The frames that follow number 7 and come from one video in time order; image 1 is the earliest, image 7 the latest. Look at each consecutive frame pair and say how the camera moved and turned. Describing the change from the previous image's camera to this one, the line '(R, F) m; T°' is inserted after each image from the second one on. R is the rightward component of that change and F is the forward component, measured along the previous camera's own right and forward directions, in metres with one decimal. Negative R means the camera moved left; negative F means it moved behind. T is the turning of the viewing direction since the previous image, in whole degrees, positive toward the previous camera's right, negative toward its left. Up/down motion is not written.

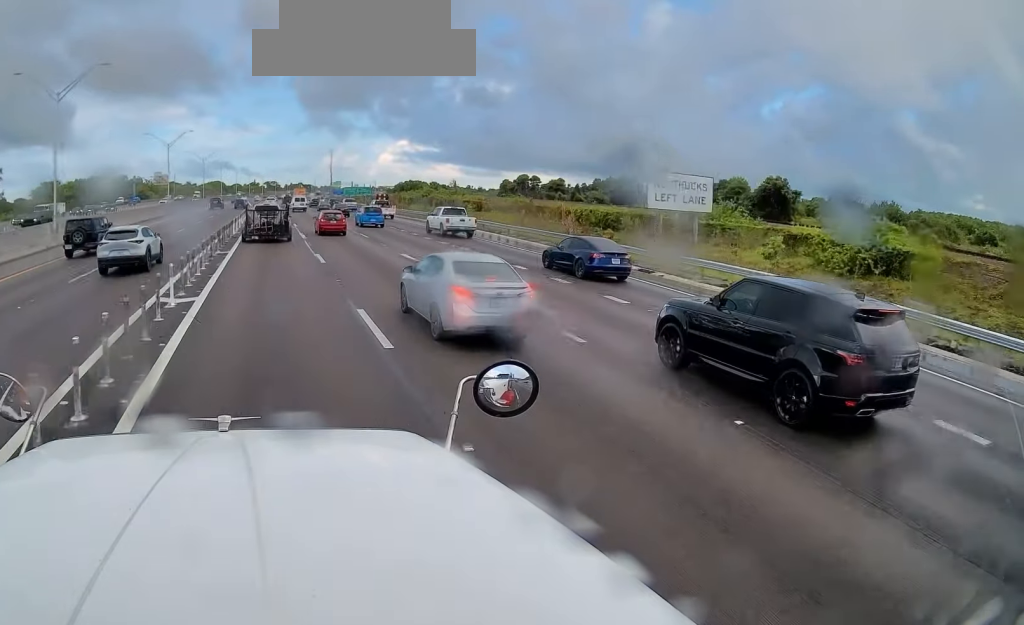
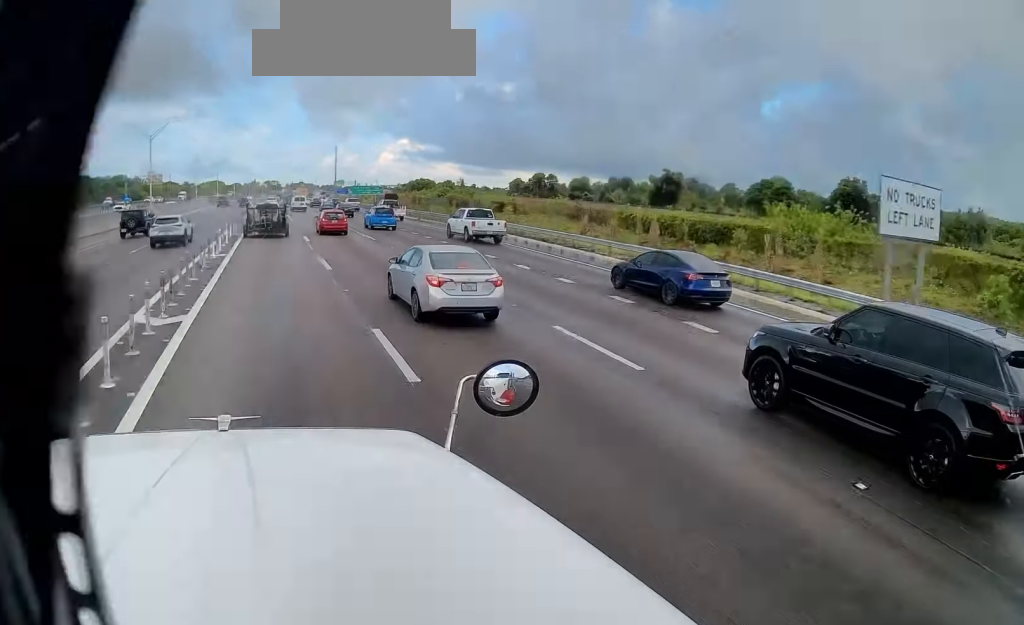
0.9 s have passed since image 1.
(0.0, +15.0) m; 0°
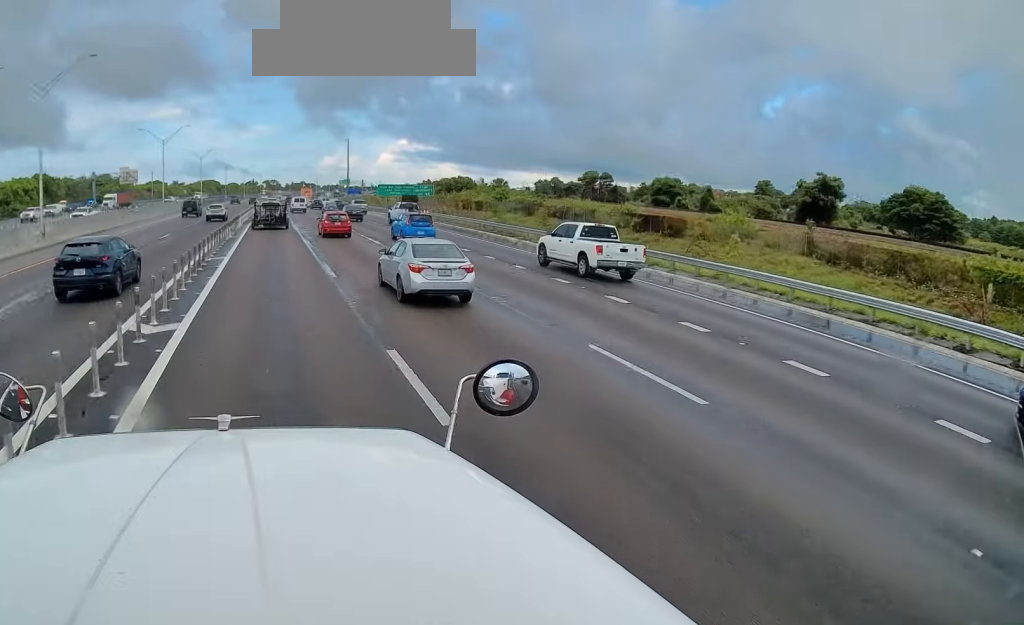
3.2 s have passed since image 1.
(+0.4, +40.4) m; 0°
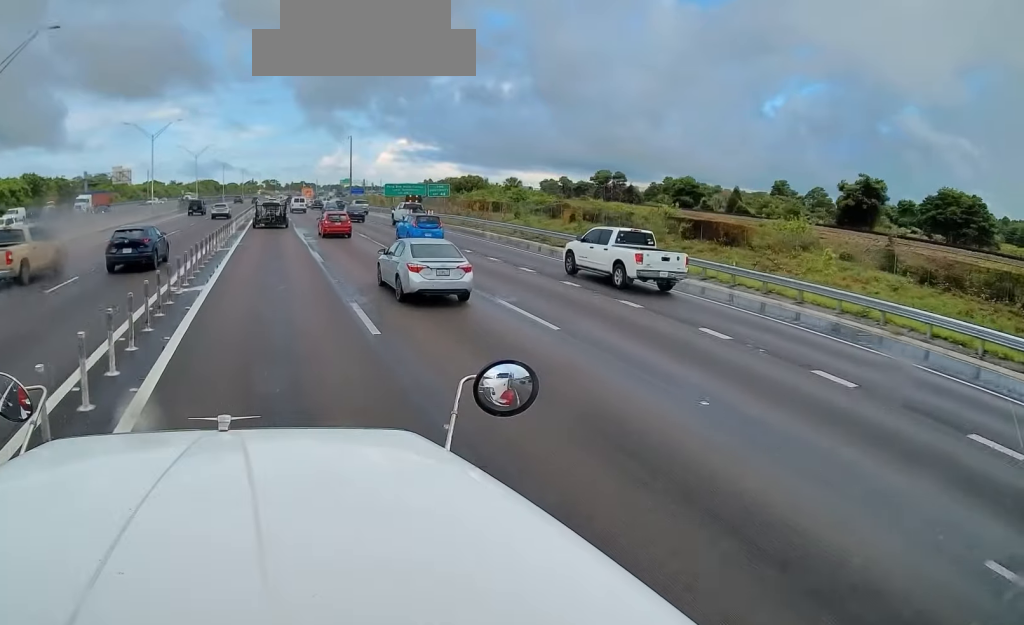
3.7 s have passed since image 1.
(0.0, +8.1) m; 0°
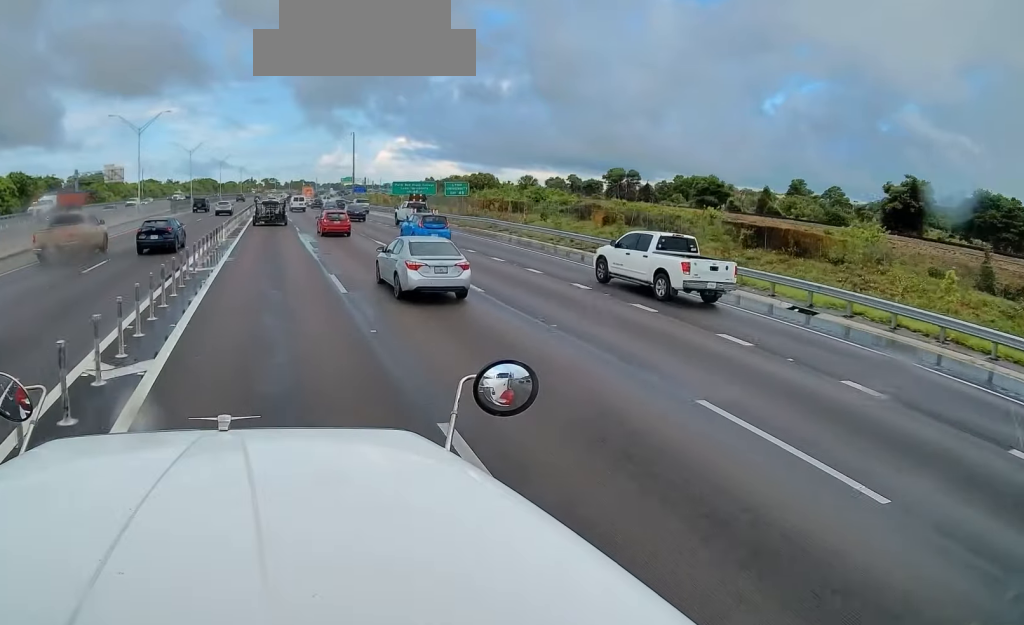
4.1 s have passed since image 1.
(0.0, +8.1) m; 0°
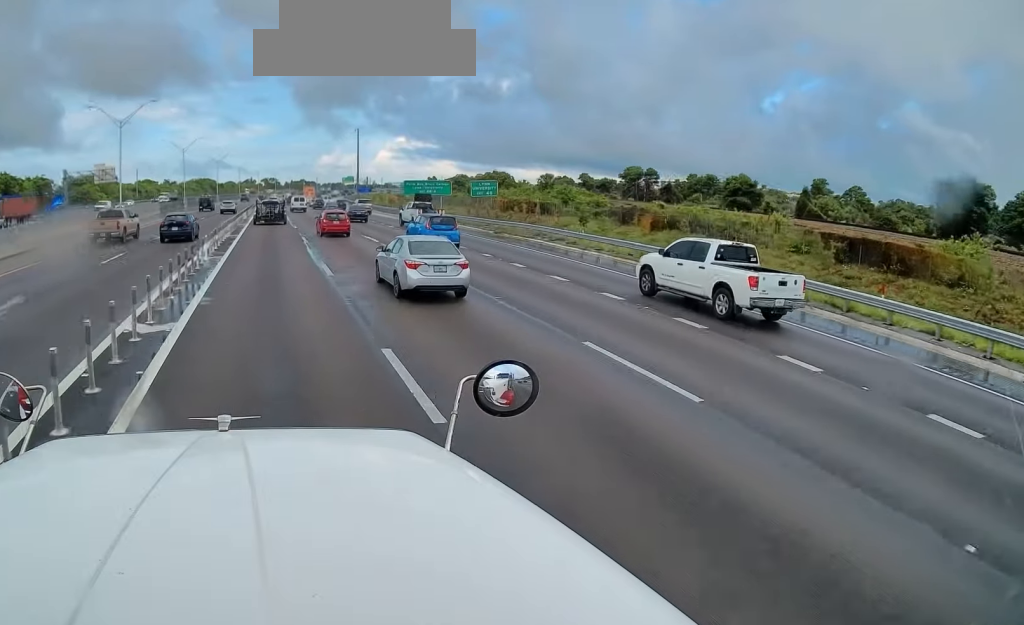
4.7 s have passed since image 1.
(0.0, +9.3) m; 0°
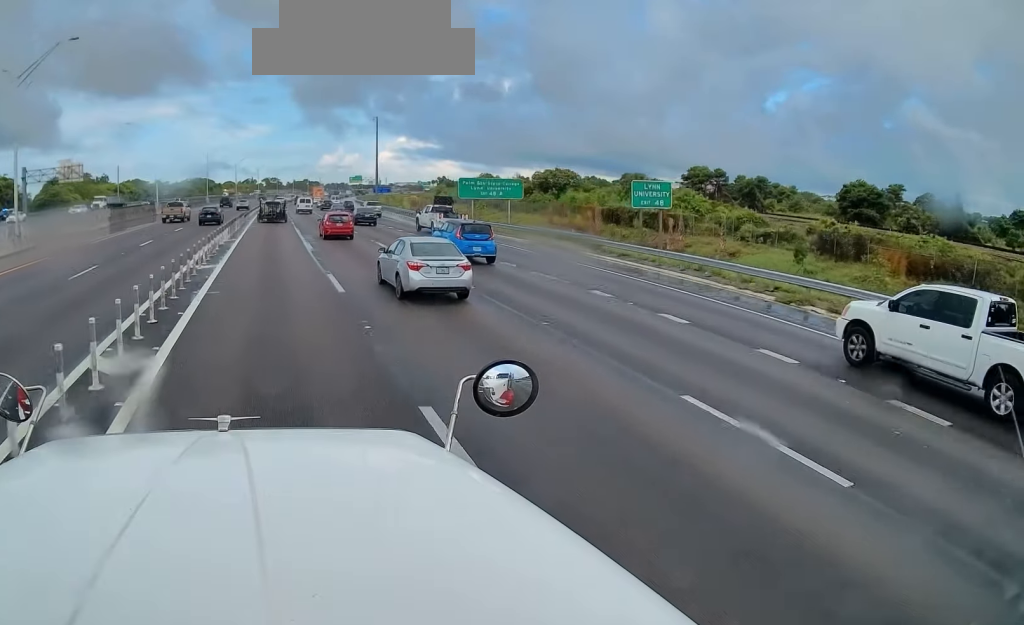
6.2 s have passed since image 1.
(+0.5, +27.6) m; 0°
